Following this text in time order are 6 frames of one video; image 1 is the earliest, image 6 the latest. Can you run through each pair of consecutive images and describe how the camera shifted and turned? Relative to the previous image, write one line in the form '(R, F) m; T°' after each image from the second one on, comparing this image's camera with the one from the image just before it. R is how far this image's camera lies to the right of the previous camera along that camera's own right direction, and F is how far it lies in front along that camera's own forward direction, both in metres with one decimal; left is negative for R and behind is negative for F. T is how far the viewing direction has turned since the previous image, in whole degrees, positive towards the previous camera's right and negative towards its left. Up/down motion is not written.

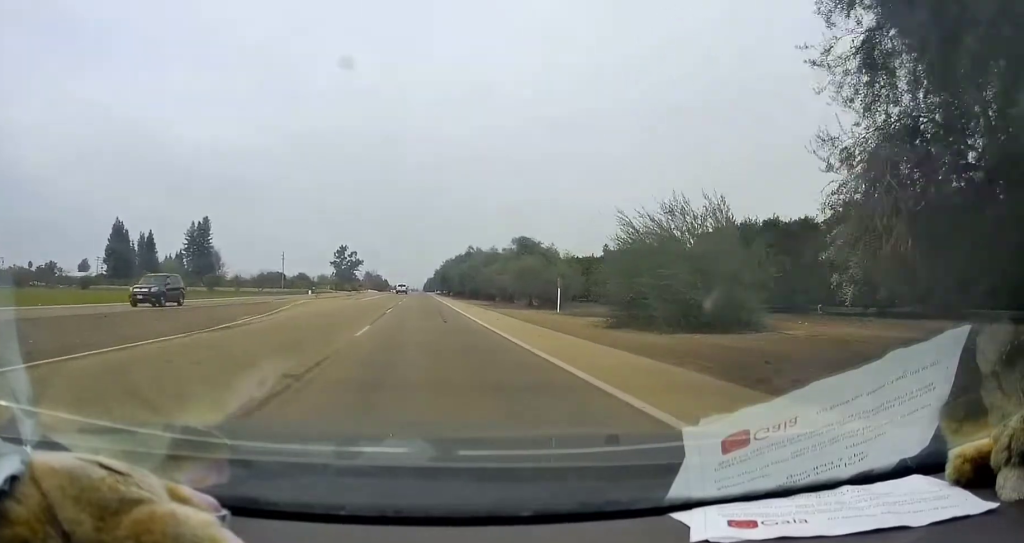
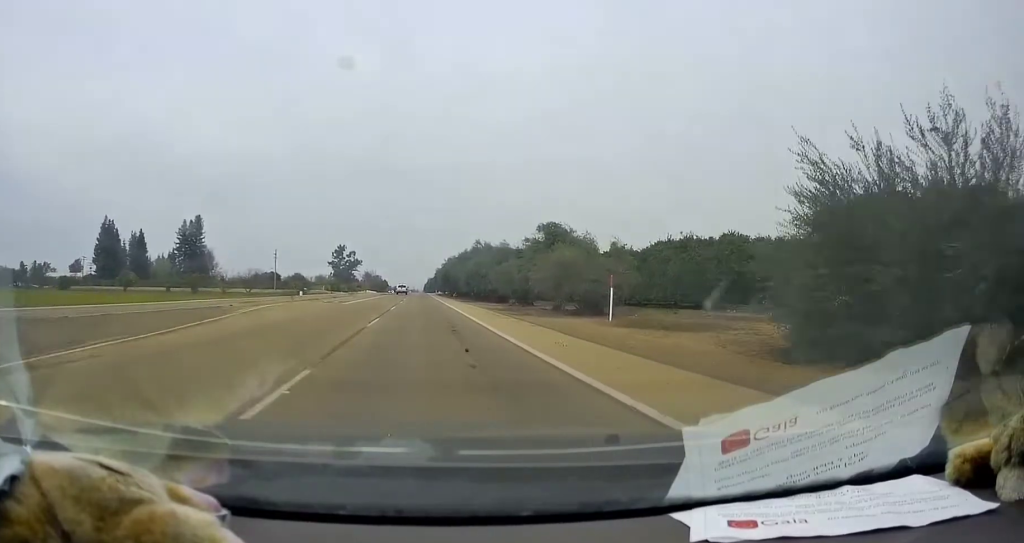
(-0.2, +10.4) m; 0°
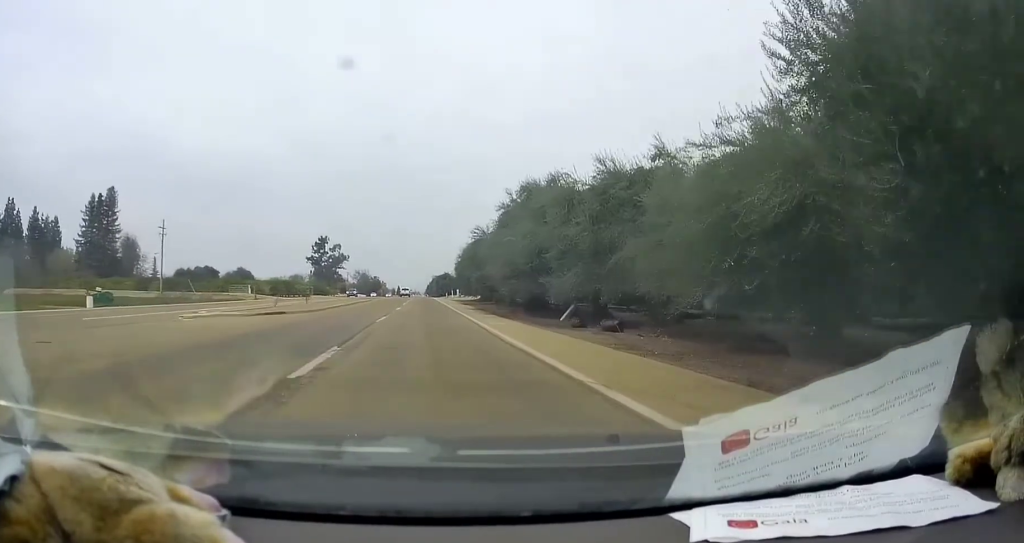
(+1.5, +84.5) m; +2°
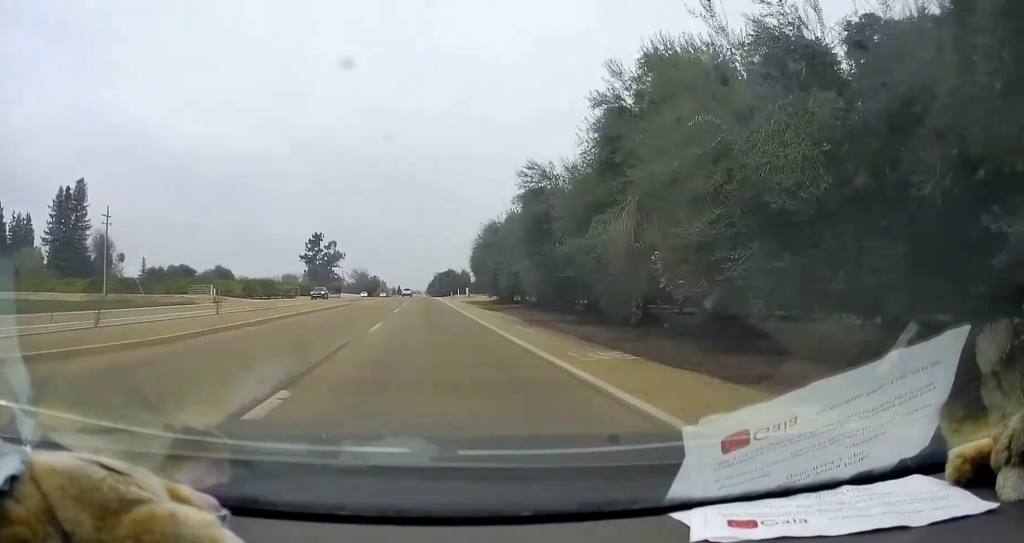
(+0.4, +19.9) m; 0°
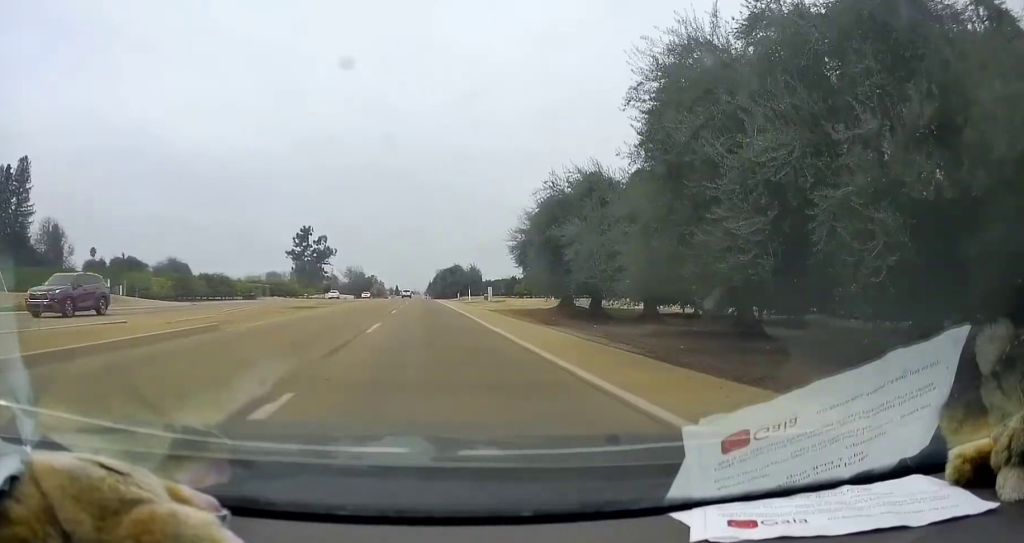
(-0.6, +29.5) m; -1°
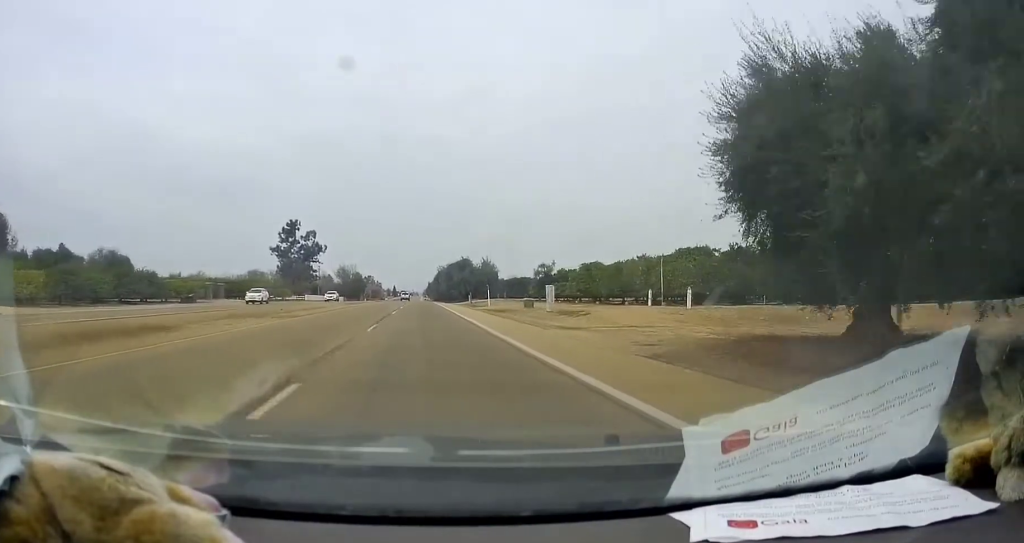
(0.0, +27.8) m; 0°
